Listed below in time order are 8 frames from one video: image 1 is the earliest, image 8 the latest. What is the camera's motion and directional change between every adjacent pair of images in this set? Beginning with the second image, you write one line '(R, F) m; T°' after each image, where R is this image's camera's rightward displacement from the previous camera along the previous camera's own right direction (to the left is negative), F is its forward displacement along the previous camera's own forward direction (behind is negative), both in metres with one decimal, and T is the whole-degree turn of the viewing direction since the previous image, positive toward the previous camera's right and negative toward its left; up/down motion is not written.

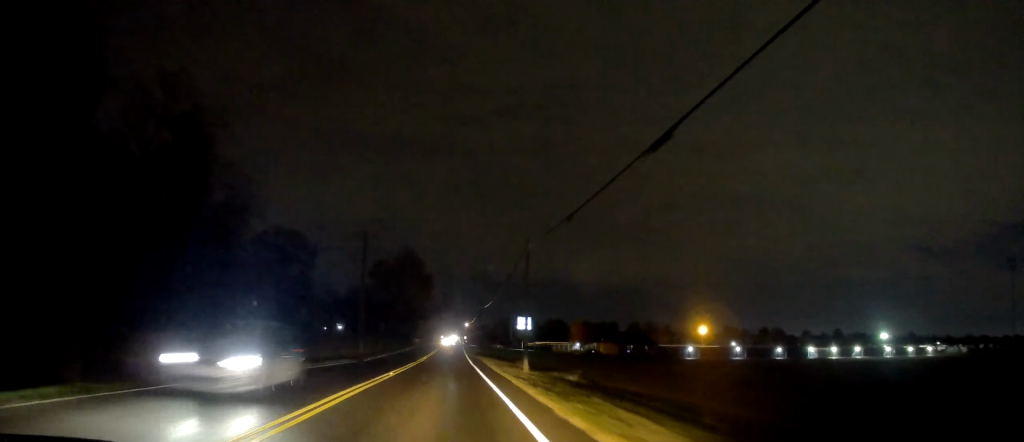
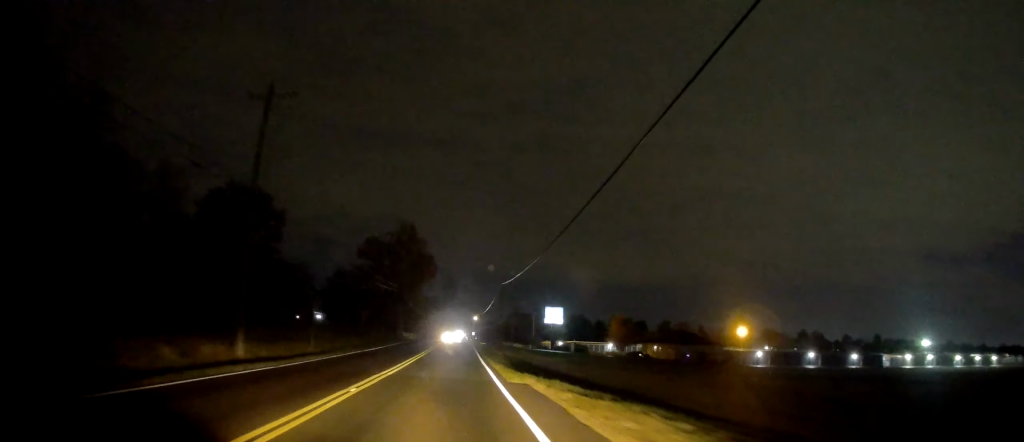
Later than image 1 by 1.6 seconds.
(+0.6, +33.6) m; +1°
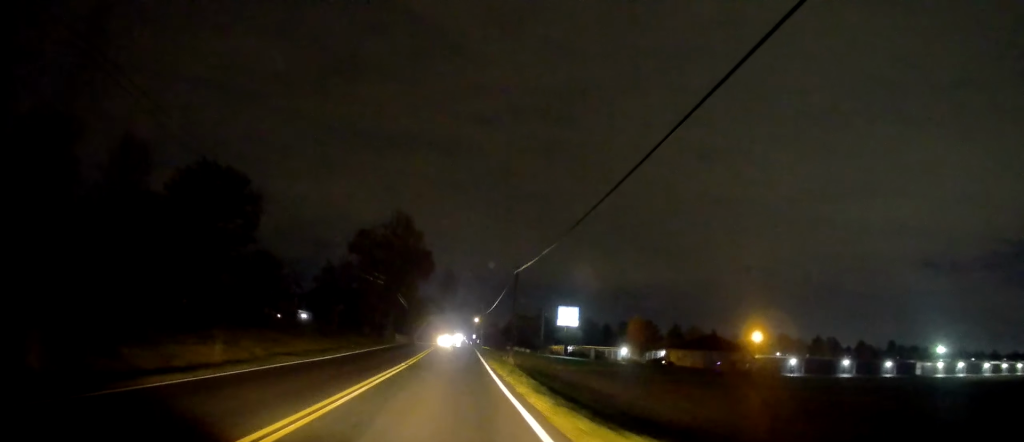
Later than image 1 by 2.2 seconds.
(+0.2, +13.2) m; -1°
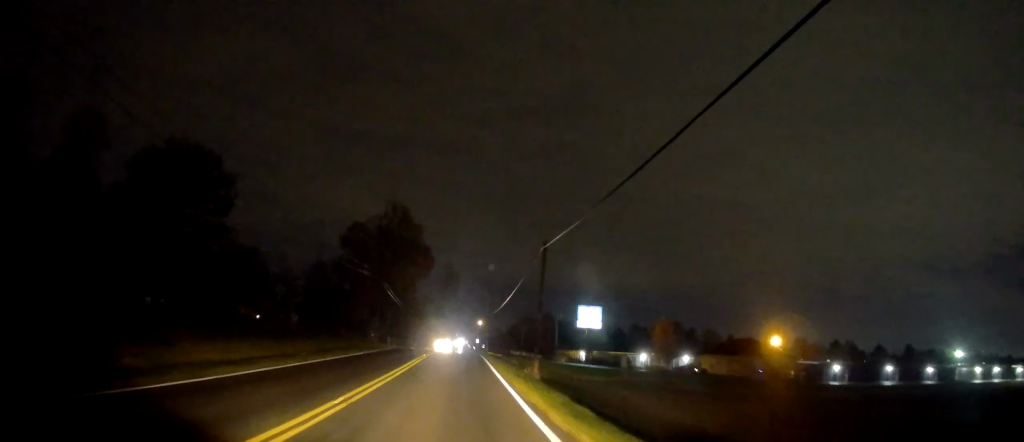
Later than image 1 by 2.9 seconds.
(-0.3, +13.1) m; -1°
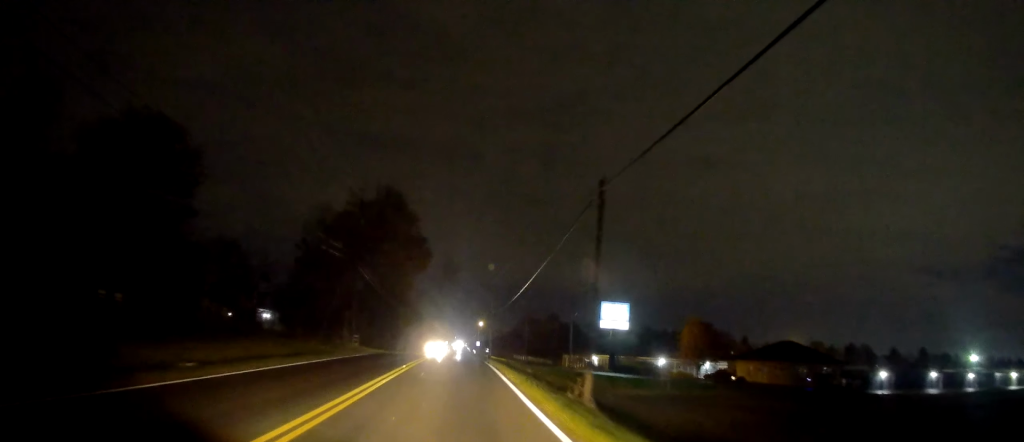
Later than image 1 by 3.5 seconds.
(-0.2, +12.5) m; 0°
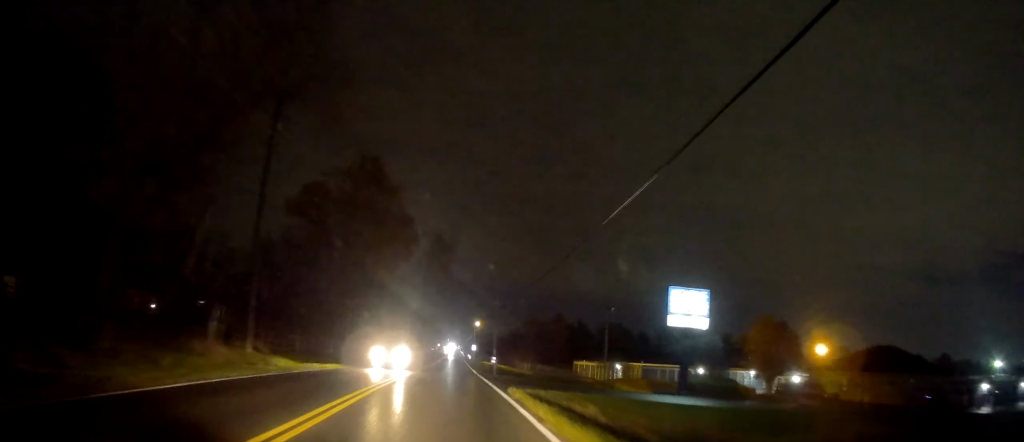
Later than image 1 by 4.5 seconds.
(+0.2, +22.1) m; +2°
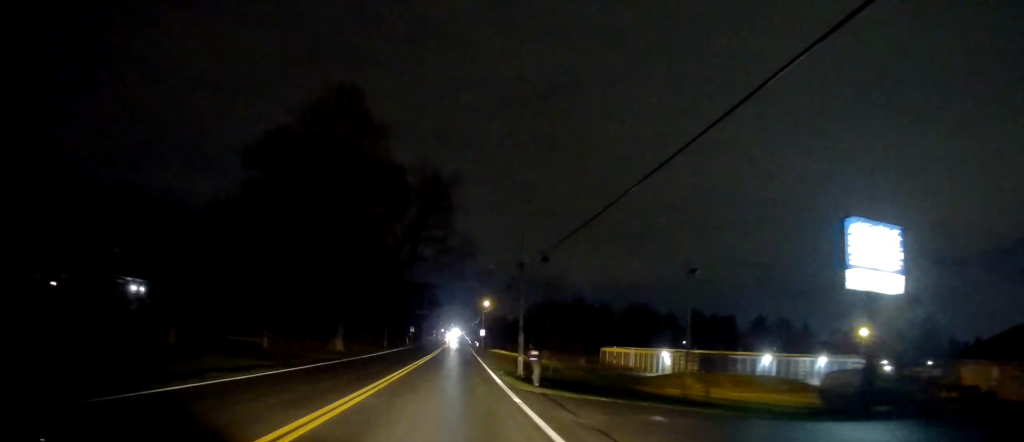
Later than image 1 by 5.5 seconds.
(+0.3, +20.0) m; +1°
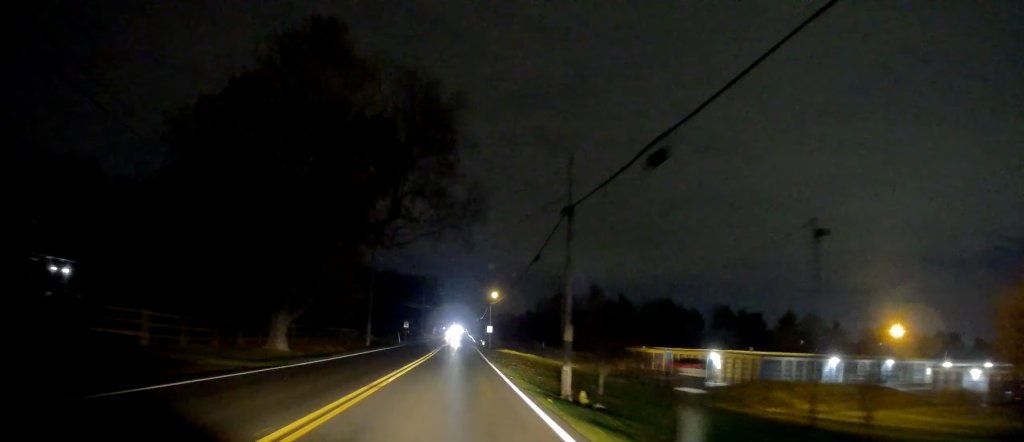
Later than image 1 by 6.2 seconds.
(+0.2, +14.4) m; -2°
